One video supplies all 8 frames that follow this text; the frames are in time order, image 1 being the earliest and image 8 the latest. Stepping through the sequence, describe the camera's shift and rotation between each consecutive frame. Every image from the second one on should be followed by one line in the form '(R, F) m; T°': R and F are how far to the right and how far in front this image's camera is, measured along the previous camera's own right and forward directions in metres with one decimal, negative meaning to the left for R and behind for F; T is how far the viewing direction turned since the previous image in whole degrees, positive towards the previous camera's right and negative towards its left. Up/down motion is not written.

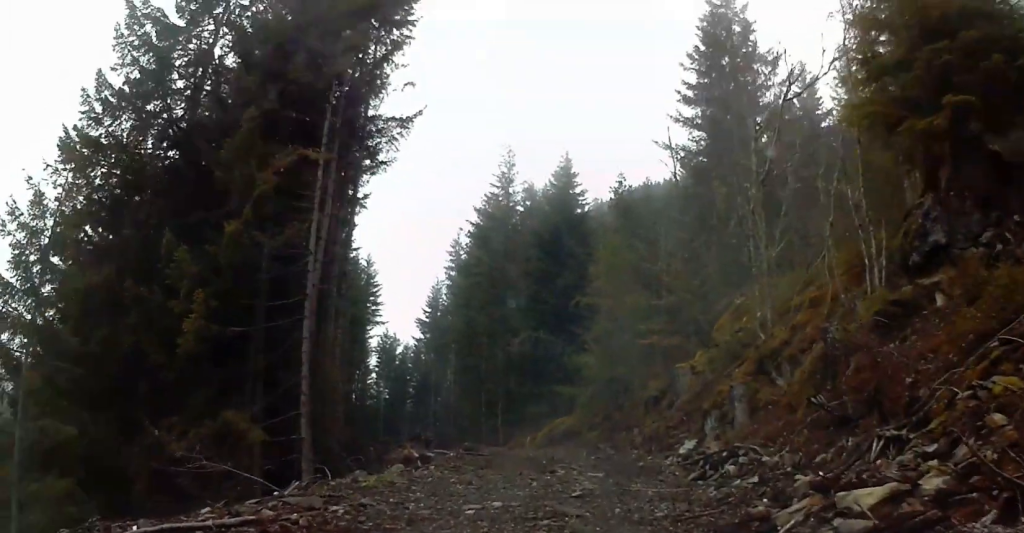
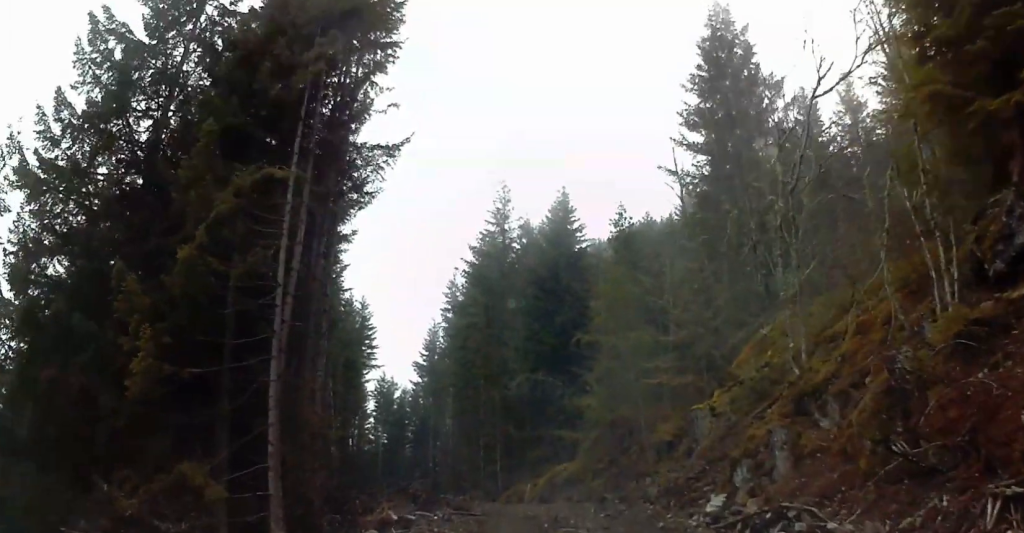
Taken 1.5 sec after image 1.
(-0.2, +2.7) m; +2°
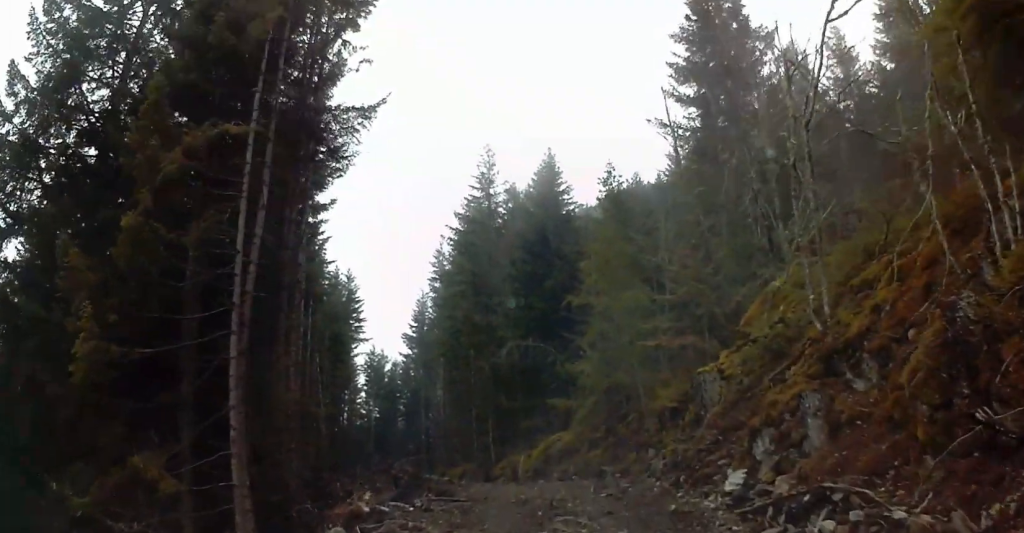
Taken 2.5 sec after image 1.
(+0.2, +2.0) m; +3°
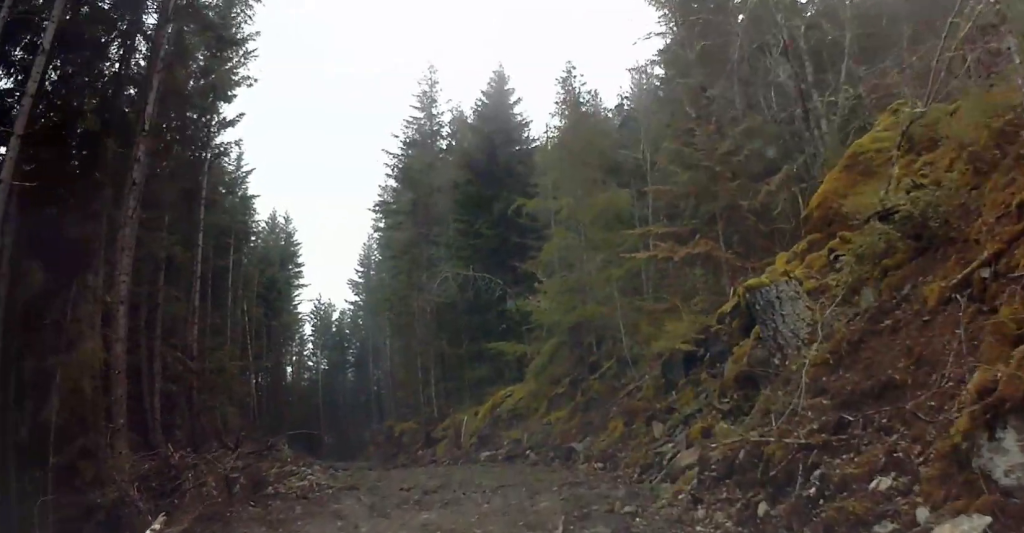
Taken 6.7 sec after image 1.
(+0.3, +8.2) m; +1°
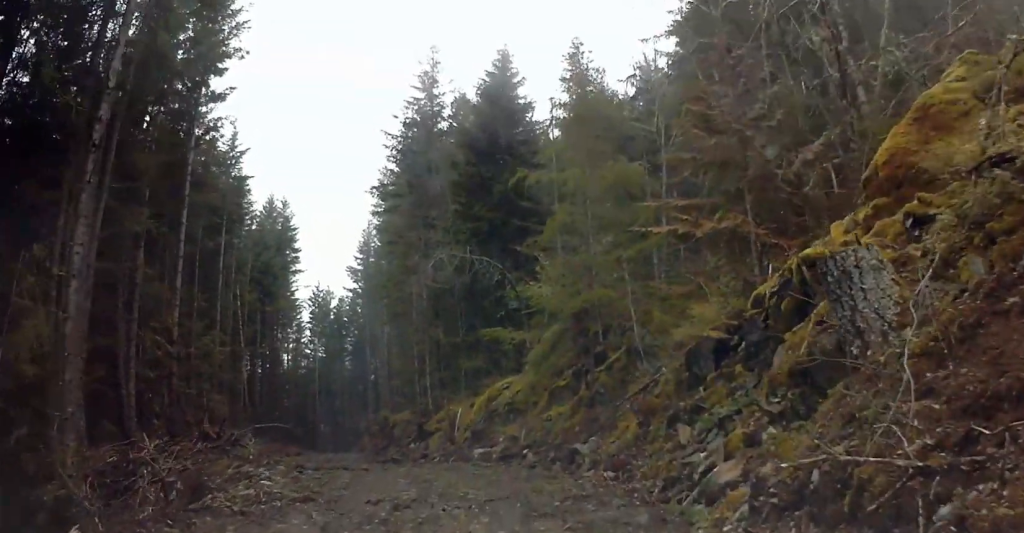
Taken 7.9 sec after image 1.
(0.0, +2.2) m; -1°
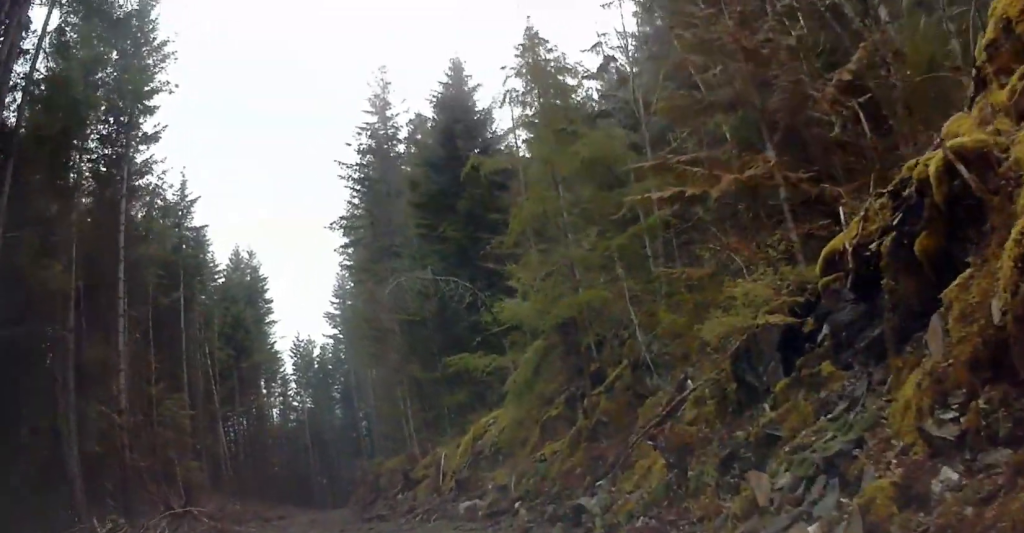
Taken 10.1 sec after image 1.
(-0.1, +3.9) m; -5°
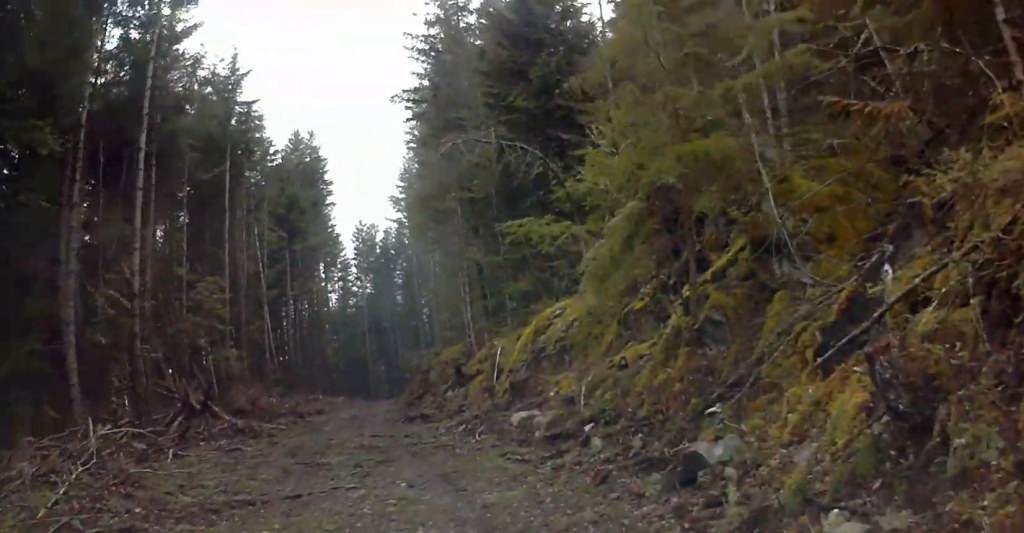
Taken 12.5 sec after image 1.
(-0.3, +4.1) m; -8°
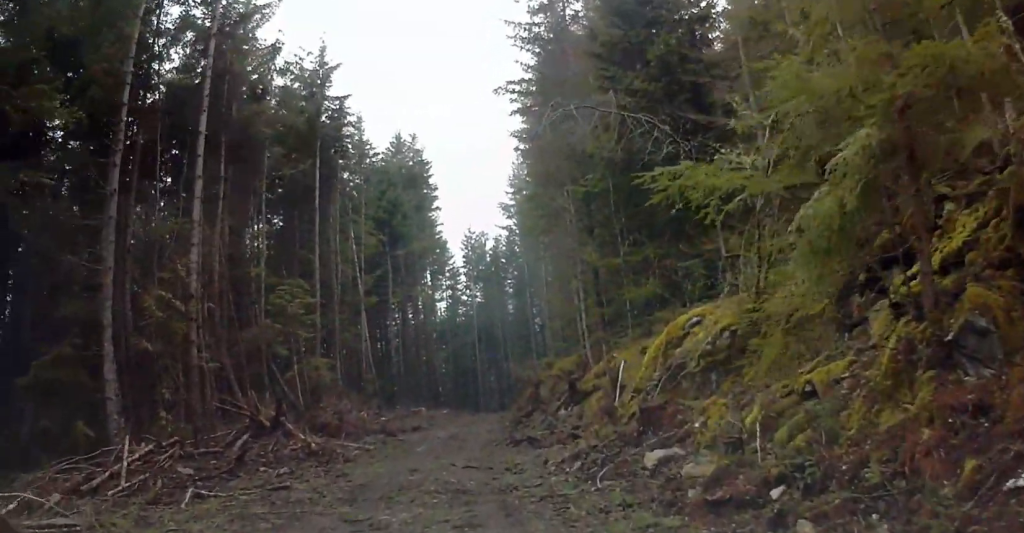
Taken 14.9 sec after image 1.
(-0.3, +4.5) m; -6°
